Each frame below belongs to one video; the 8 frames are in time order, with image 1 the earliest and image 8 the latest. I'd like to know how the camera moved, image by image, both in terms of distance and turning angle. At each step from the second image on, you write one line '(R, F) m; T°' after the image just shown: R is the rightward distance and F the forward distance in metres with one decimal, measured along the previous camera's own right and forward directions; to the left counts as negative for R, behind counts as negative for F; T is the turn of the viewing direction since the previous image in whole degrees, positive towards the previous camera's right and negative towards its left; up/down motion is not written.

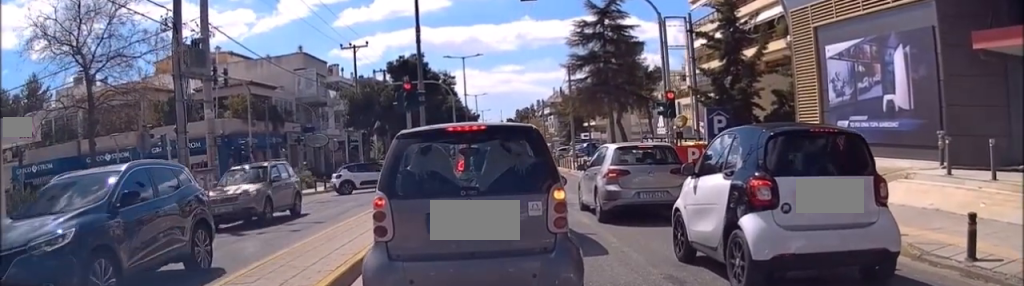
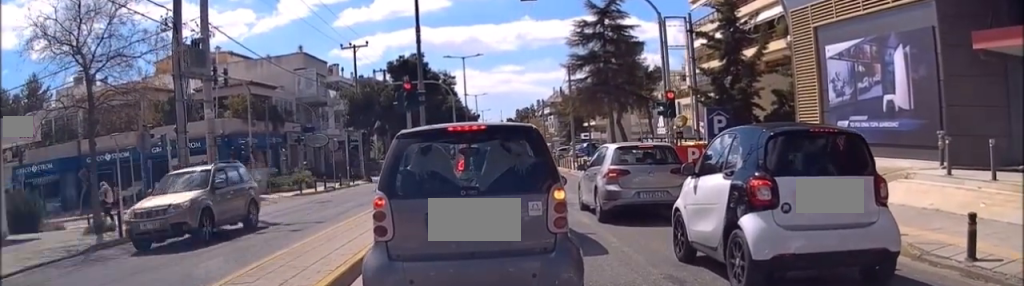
(0.0, 0.0) m; 0°
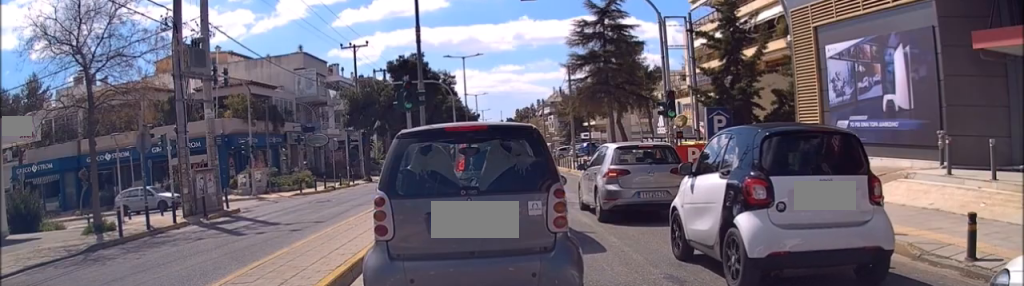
(-0.2, +0.6) m; 0°
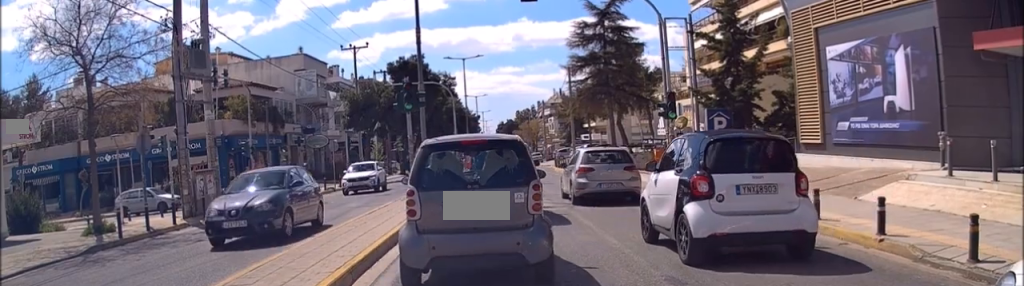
(-0.1, +0.4) m; 0°
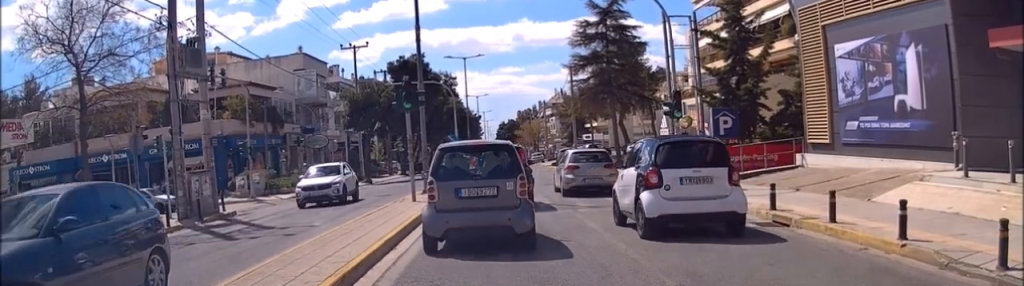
(-0.1, +0.4) m; 0°
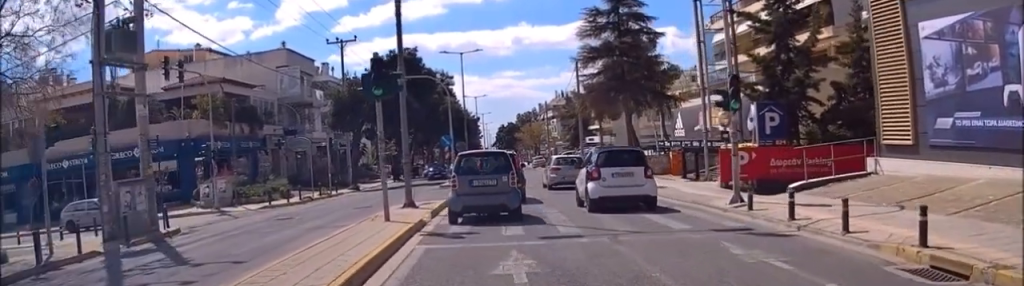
(-0.2, +1.7) m; -1°
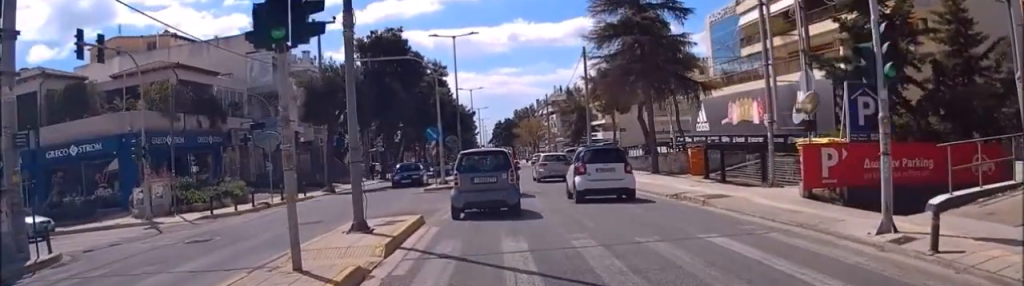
(0.0, +3.5) m; 0°
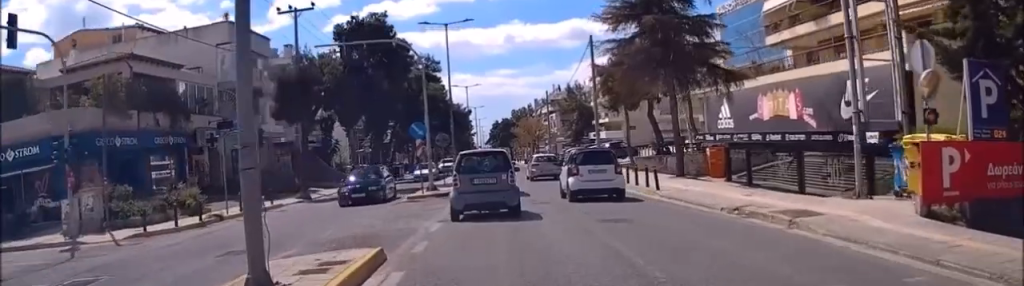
(0.0, +4.2) m; +1°
